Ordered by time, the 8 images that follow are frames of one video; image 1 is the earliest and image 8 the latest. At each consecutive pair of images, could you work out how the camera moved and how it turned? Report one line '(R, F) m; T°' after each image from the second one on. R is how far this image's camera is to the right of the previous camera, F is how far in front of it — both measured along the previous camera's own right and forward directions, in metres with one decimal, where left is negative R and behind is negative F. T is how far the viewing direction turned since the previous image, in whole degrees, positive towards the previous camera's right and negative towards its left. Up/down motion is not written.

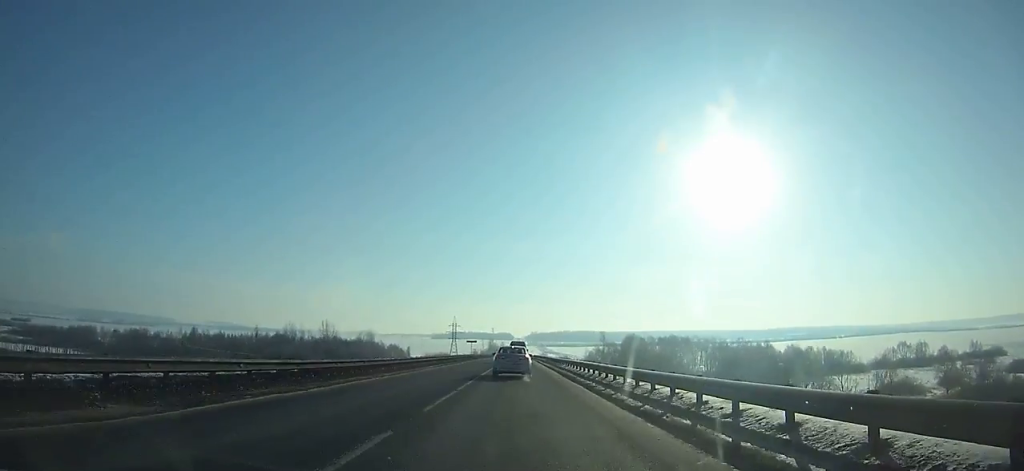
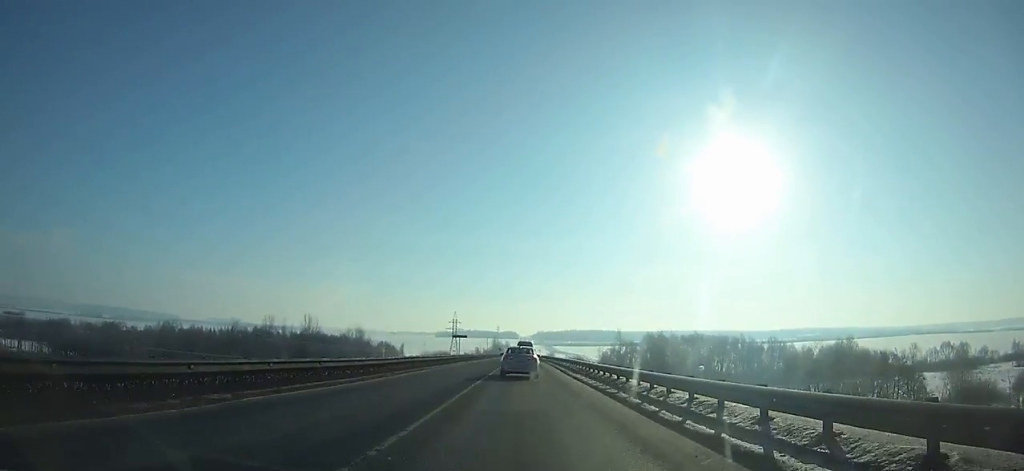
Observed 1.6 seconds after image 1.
(-0.1, +30.9) m; 0°
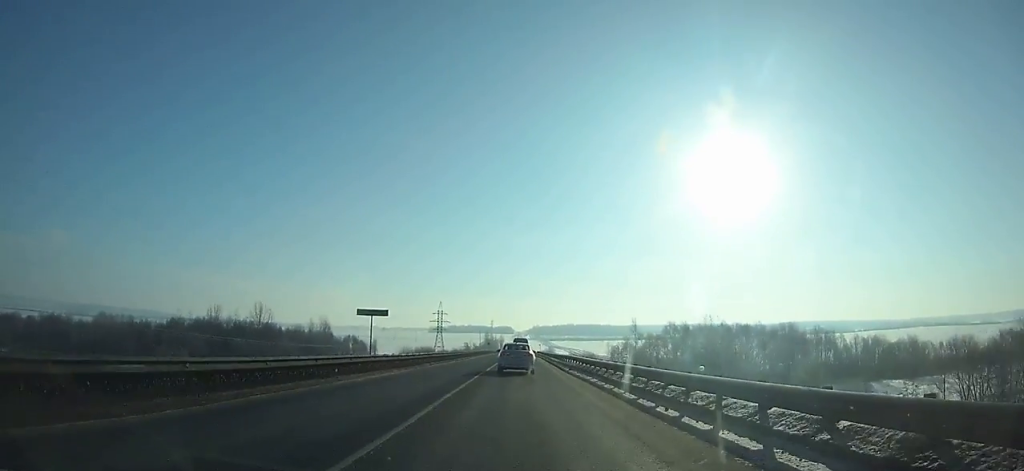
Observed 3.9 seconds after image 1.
(-0.1, +44.3) m; 0°
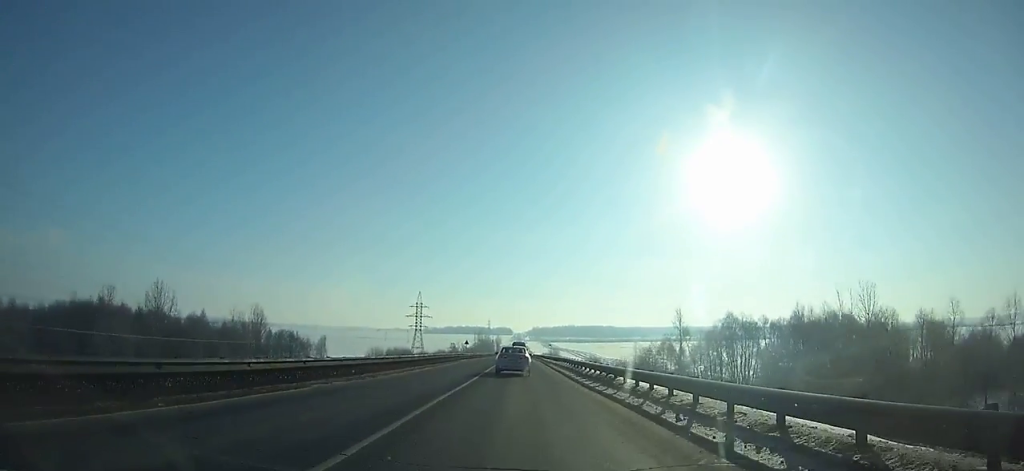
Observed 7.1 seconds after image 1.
(+0.1, +61.4) m; 0°
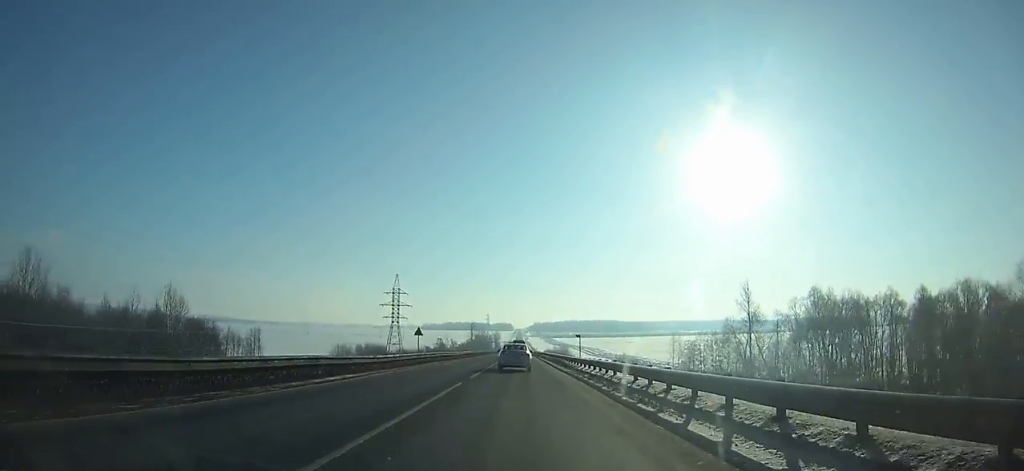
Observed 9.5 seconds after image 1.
(+0.1, +46.4) m; 0°
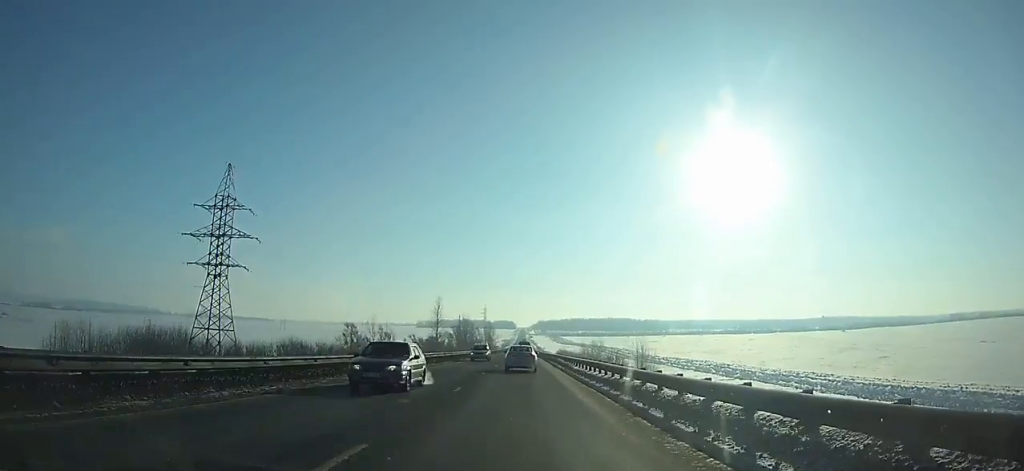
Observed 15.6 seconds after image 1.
(-0.6, +120.4) m; 0°
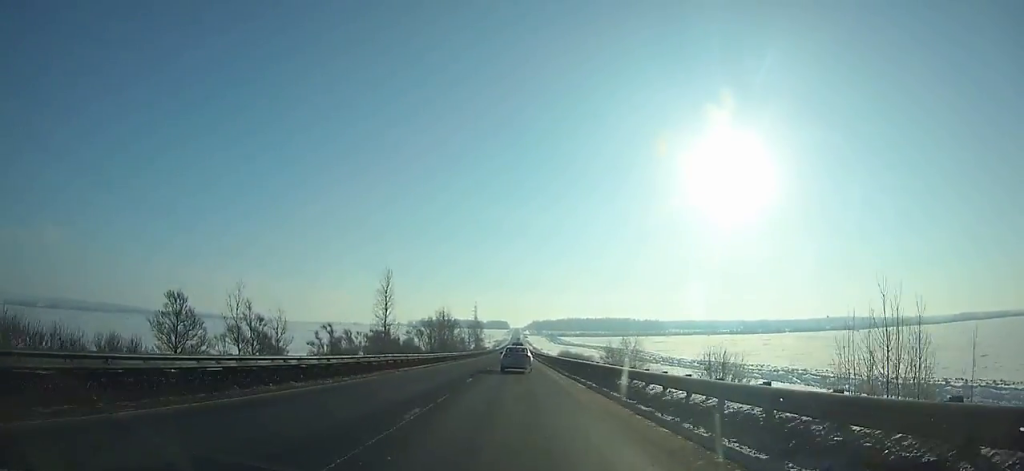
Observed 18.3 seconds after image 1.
(+0.2, +54.3) m; 0°
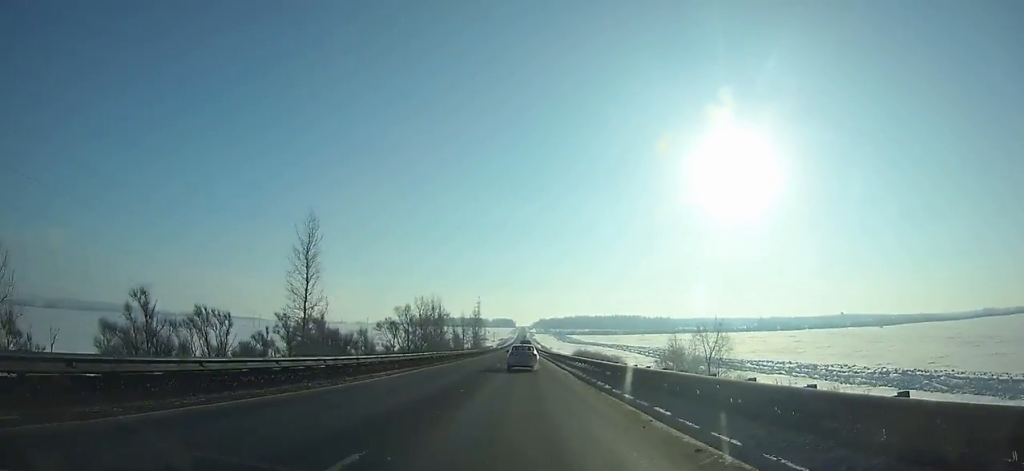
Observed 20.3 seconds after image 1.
(-0.1, +40.8) m; 0°
